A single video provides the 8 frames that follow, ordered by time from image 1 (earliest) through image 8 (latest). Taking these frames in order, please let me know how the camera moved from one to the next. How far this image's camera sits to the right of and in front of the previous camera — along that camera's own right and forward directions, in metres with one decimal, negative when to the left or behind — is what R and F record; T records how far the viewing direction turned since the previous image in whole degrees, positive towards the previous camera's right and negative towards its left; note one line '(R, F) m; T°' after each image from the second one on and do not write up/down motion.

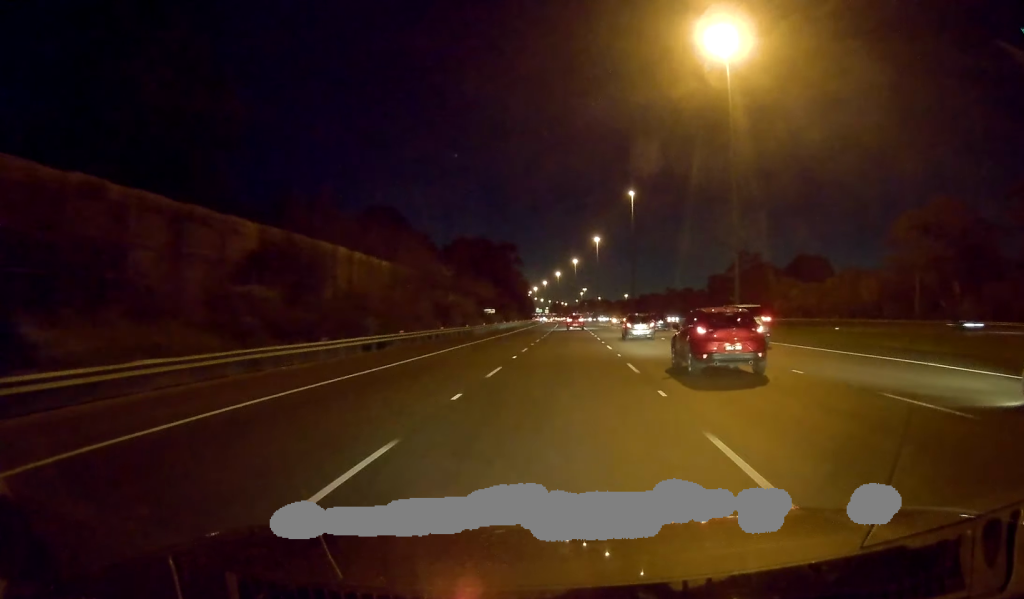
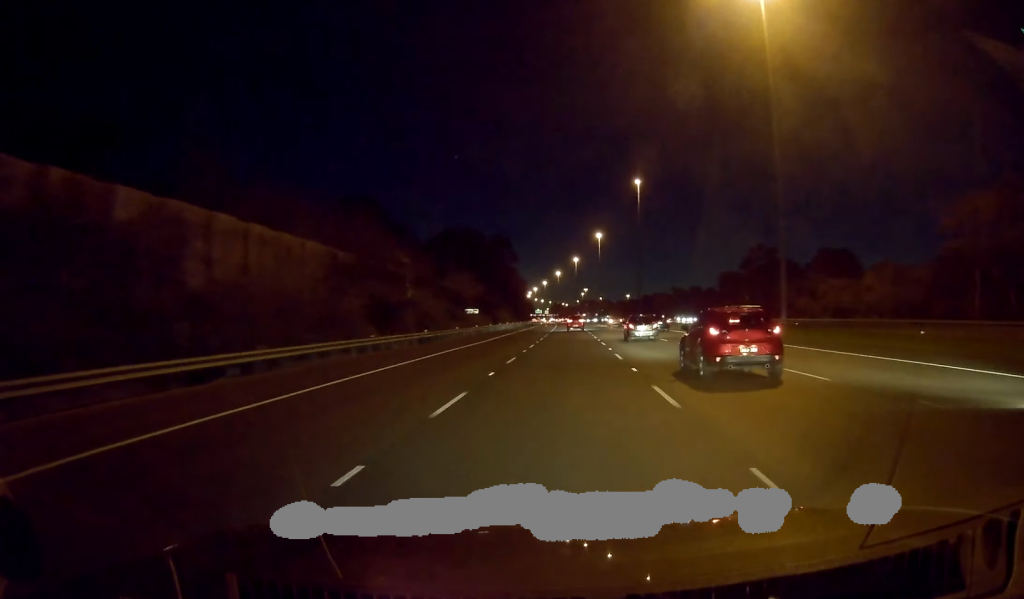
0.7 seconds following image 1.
(0.0, +18.2) m; 0°
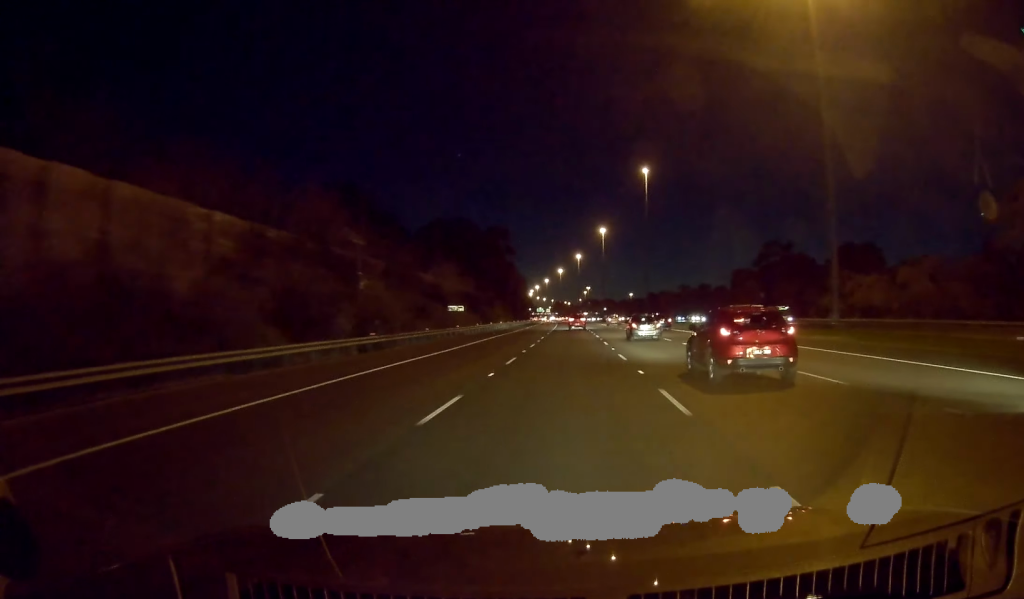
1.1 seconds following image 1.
(-0.1, +12.7) m; 0°
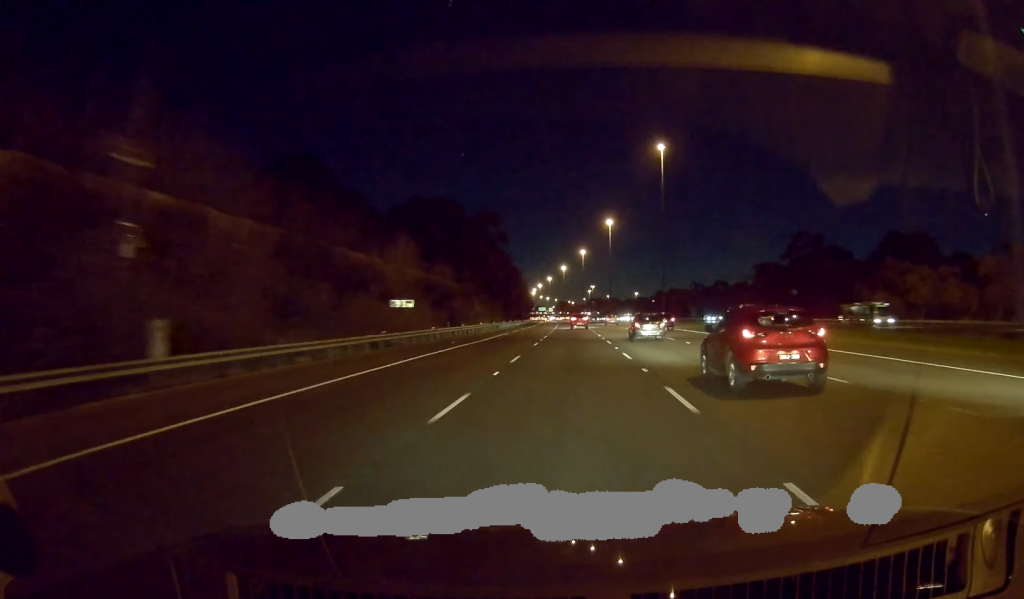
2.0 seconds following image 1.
(-0.1, +23.6) m; 0°
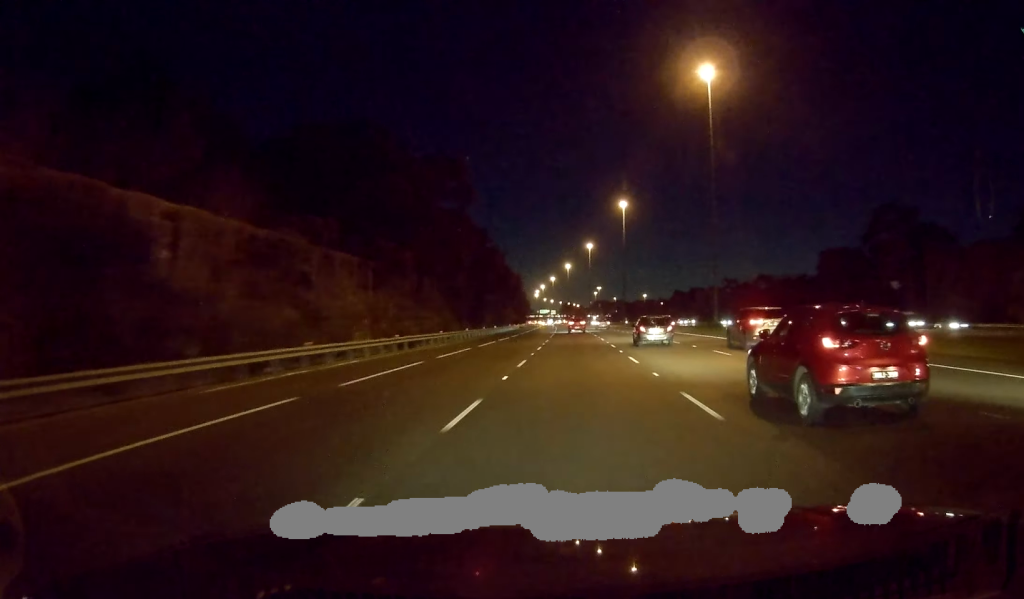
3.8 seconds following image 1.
(-0.4, +48.1) m; 0°
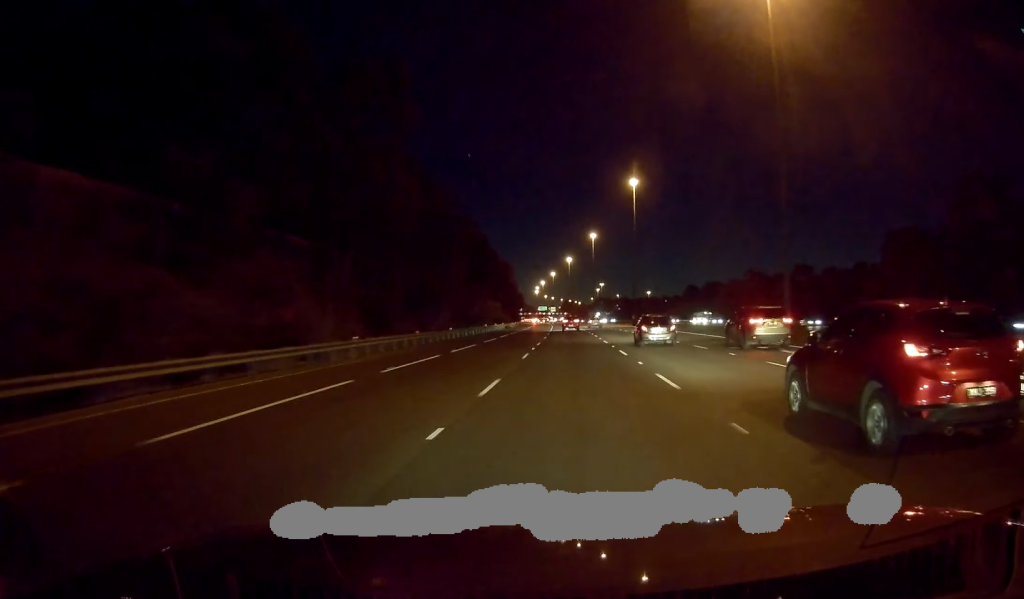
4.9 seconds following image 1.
(+0.2, +31.7) m; 0°
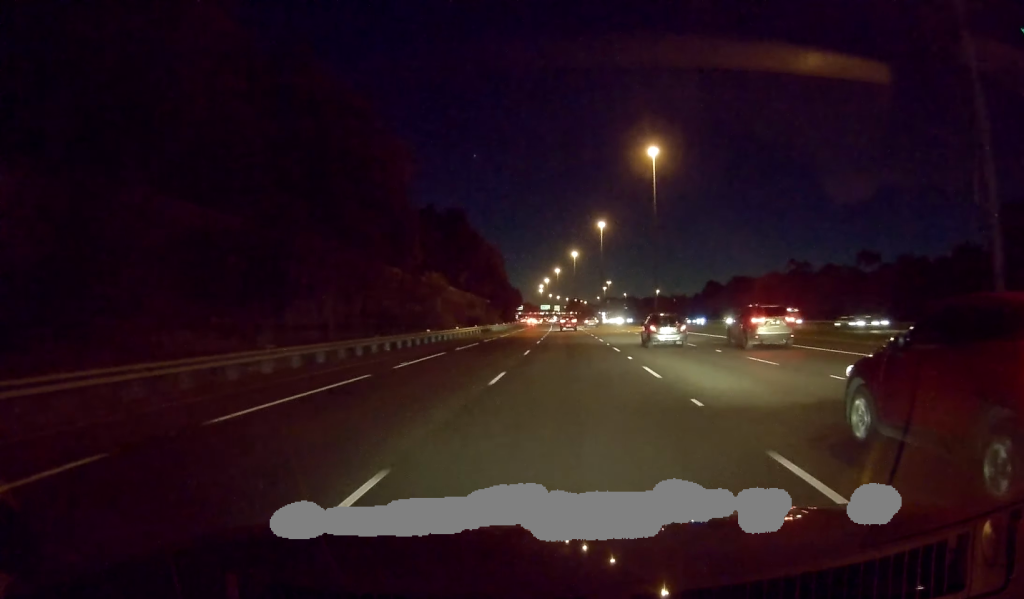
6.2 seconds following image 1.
(-0.4, +33.6) m; -1°
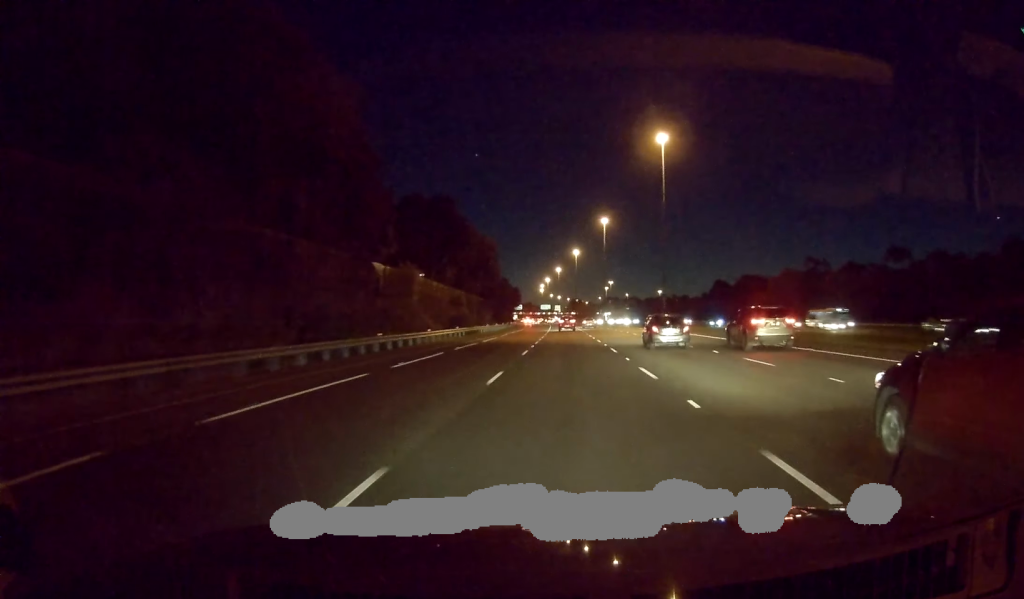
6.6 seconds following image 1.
(-0.1, +11.8) m; 0°
